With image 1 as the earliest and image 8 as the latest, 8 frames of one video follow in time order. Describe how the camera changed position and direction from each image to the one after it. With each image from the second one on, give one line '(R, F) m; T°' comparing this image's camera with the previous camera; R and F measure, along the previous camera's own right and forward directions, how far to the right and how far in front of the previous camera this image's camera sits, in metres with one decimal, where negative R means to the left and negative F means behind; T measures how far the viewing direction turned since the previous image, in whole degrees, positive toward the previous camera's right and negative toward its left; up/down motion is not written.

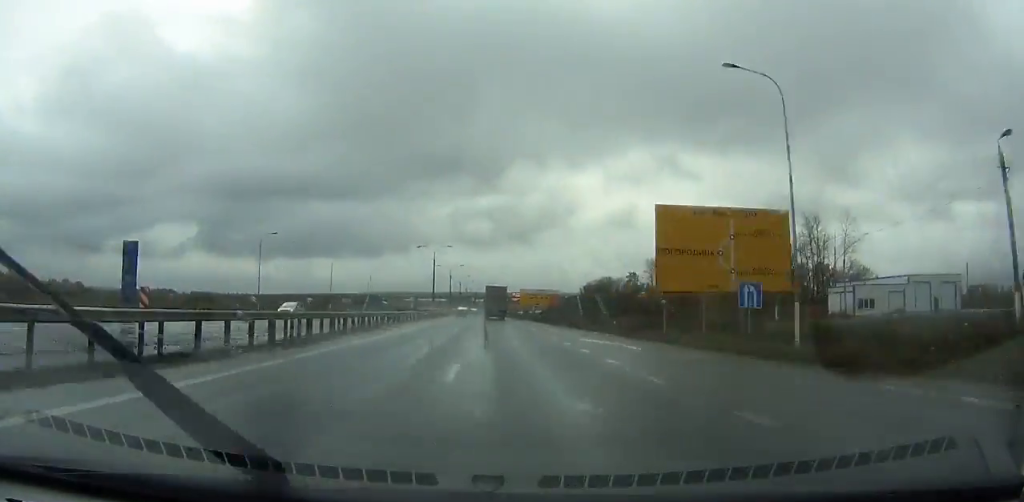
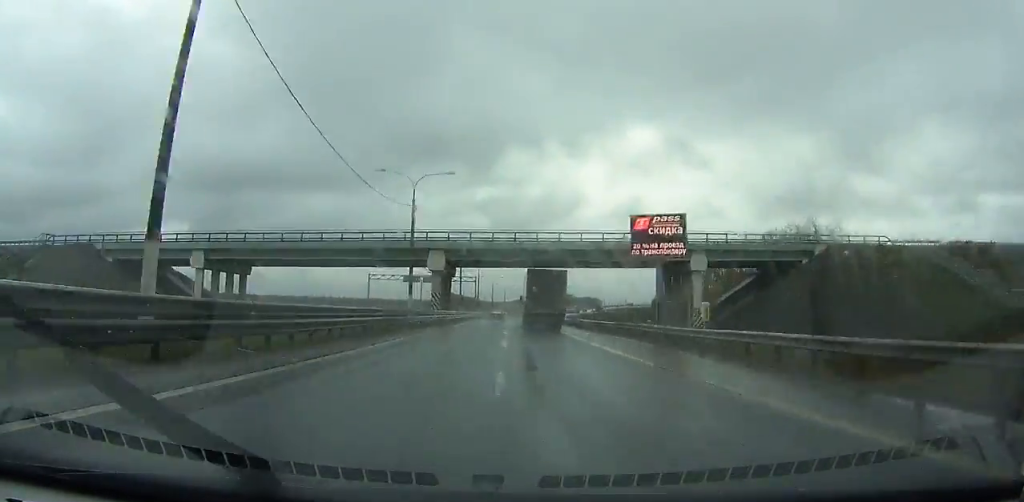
(-0.8, +182.7) m; 0°
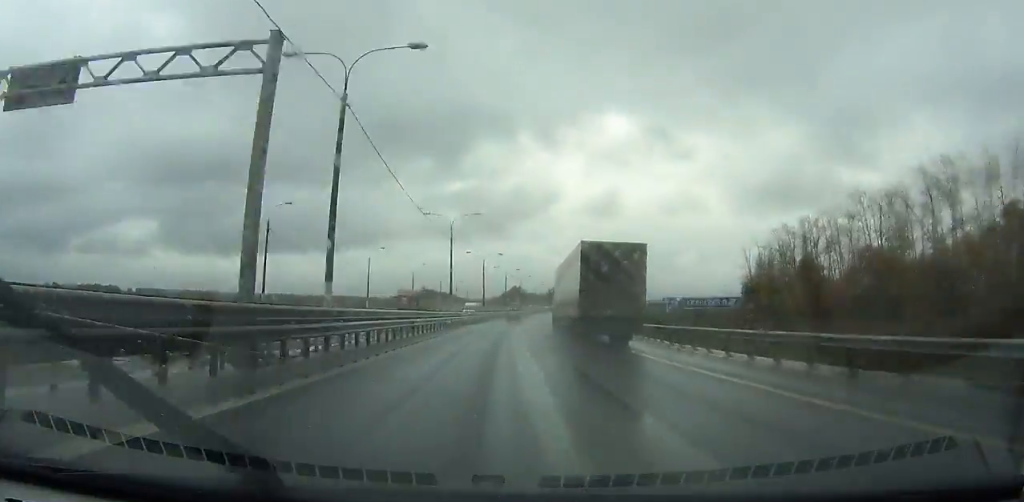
(+0.8, +92.8) m; +2°
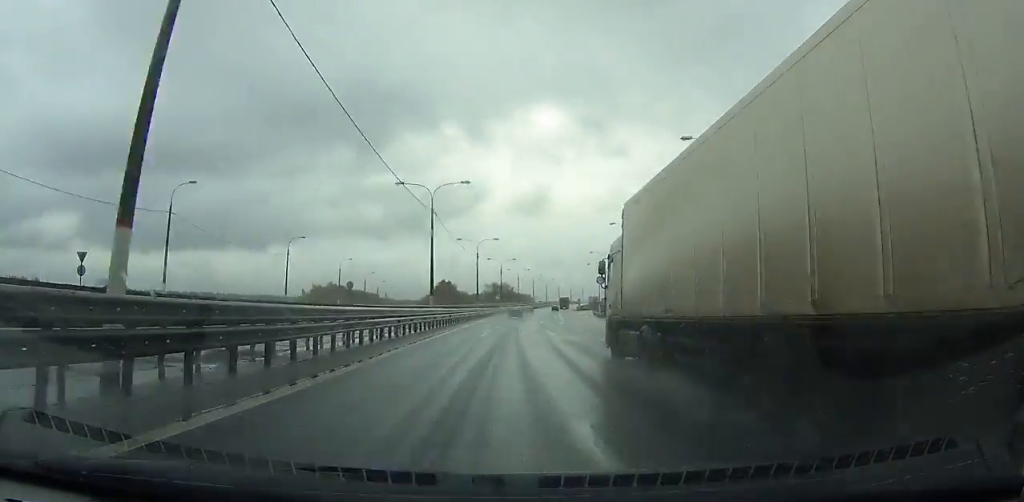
(+5.0, +113.8) m; +6°
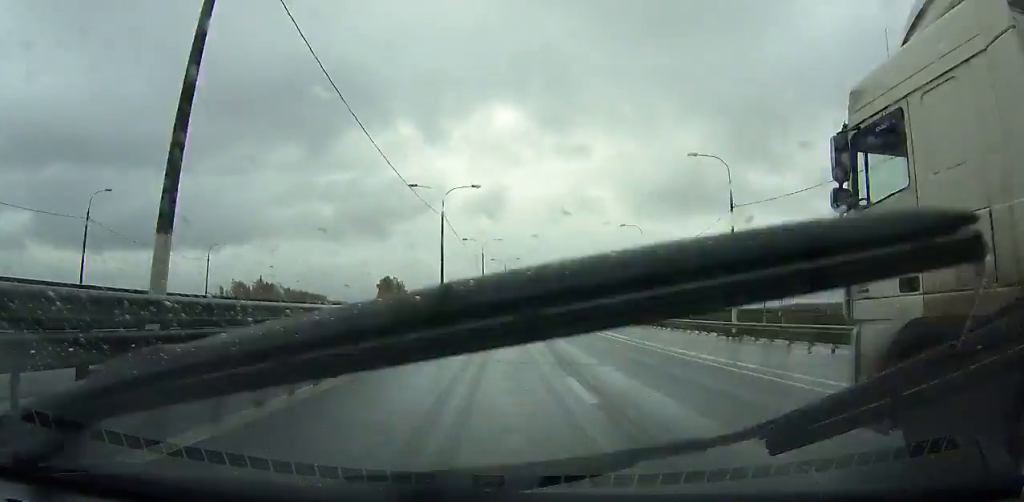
(+2.1, +65.9) m; +4°
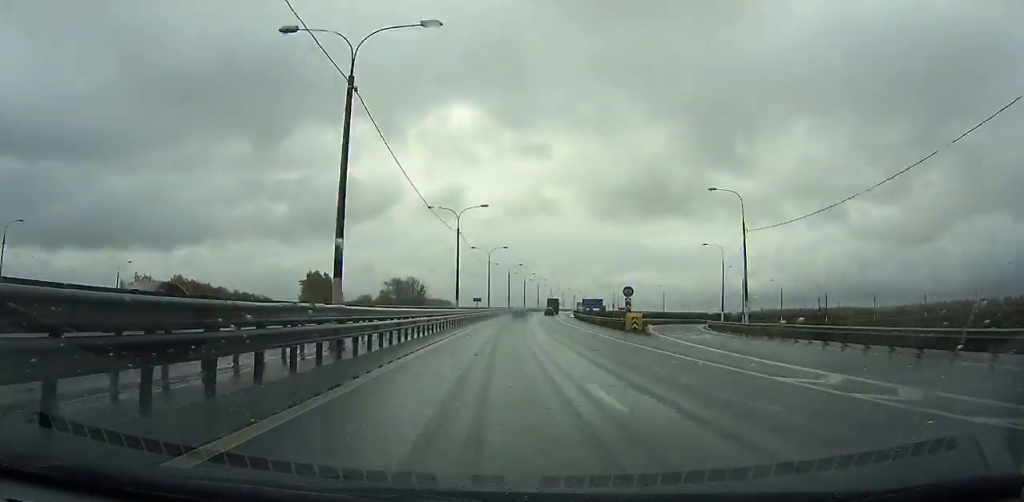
(+2.4, +59.9) m; +3°
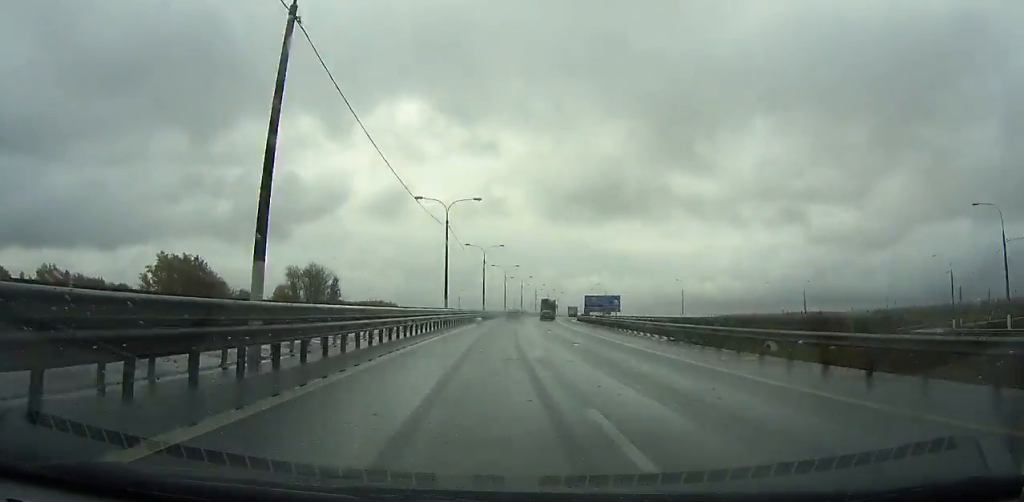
(+2.7, +73.4) m; +4°
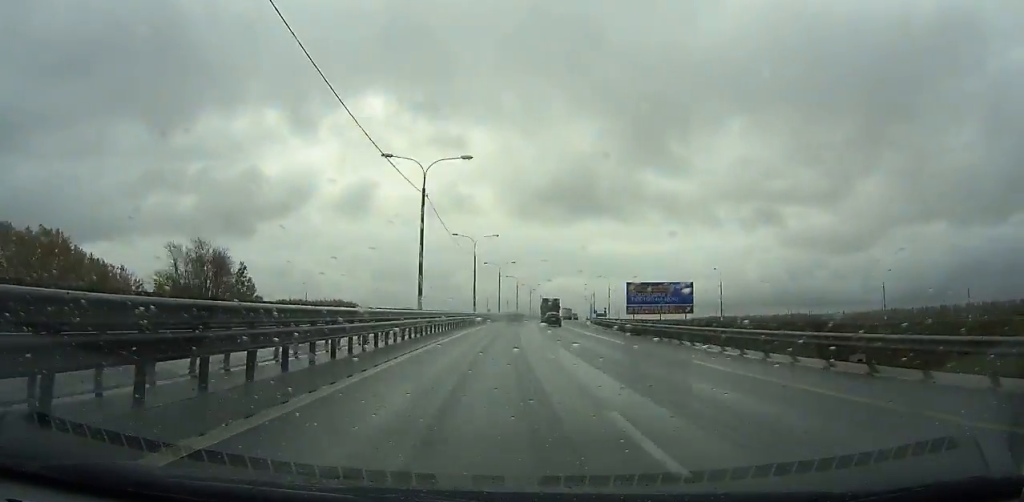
(+0.5, +47.7) m; +3°
